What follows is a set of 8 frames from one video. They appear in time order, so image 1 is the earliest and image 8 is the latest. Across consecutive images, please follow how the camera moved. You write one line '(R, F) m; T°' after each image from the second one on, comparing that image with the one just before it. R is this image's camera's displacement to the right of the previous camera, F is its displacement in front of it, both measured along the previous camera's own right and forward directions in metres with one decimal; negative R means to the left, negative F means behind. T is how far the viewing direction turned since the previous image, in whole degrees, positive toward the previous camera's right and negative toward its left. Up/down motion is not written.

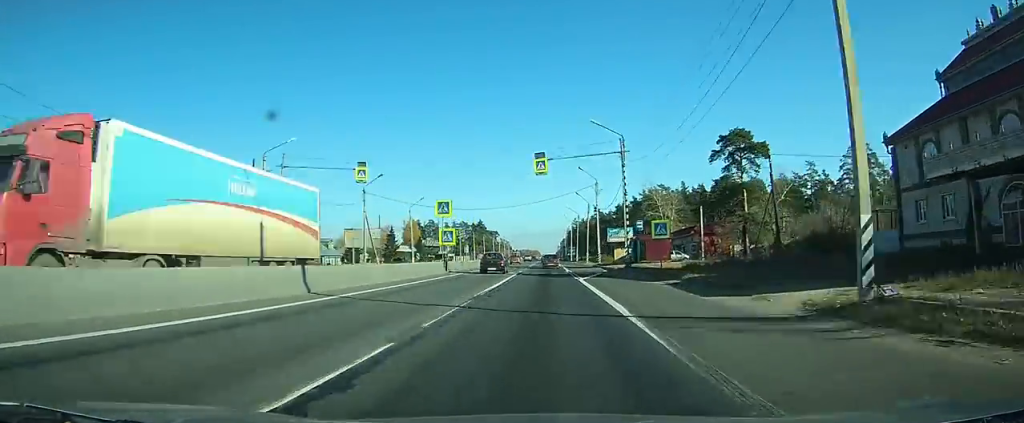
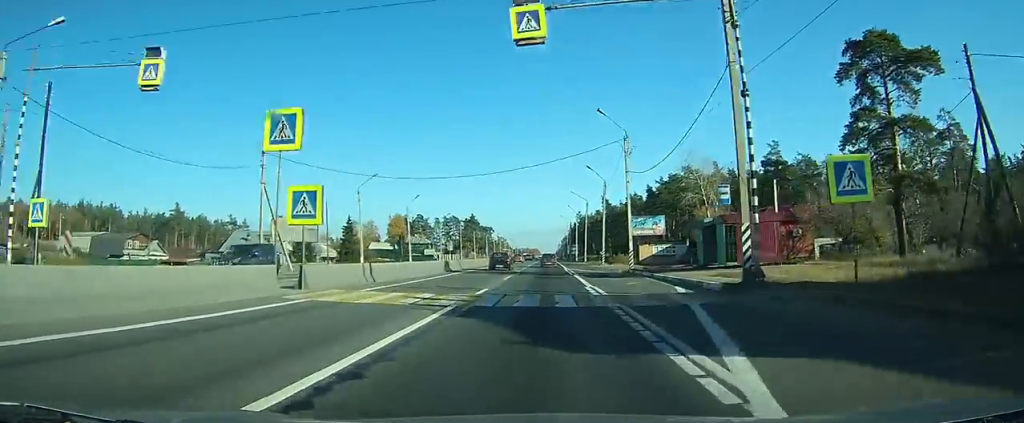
(0.0, +27.0) m; 0°
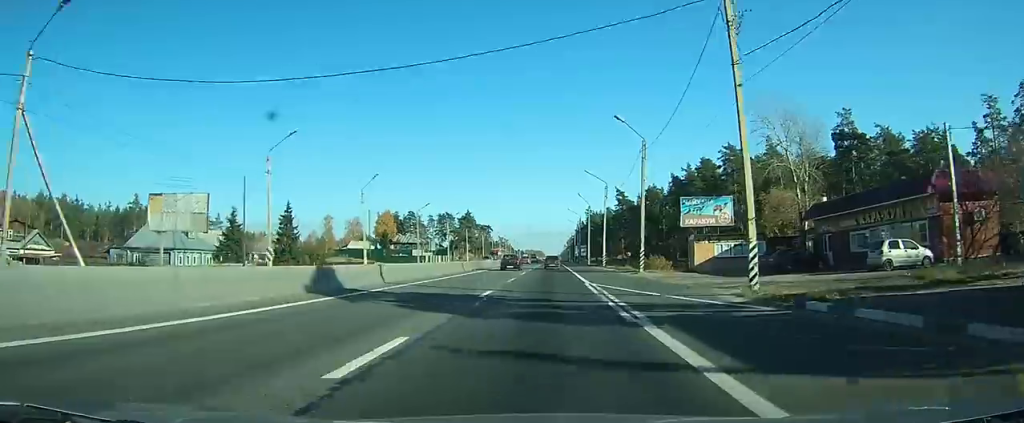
(0.0, +25.5) m; 0°
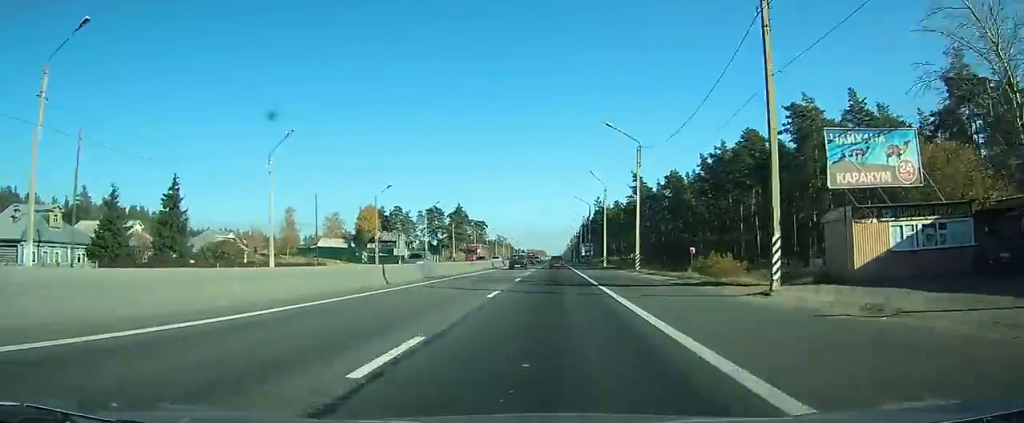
(+0.1, +24.4) m; 0°
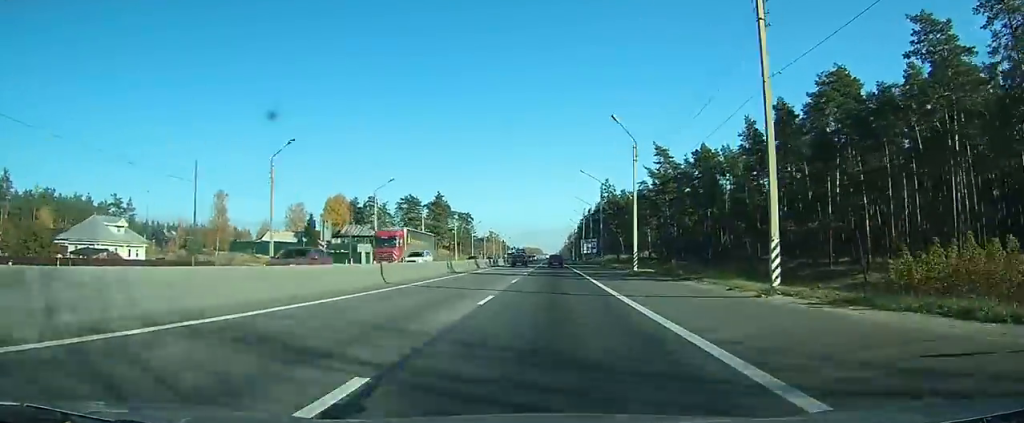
(0.0, +27.0) m; 0°
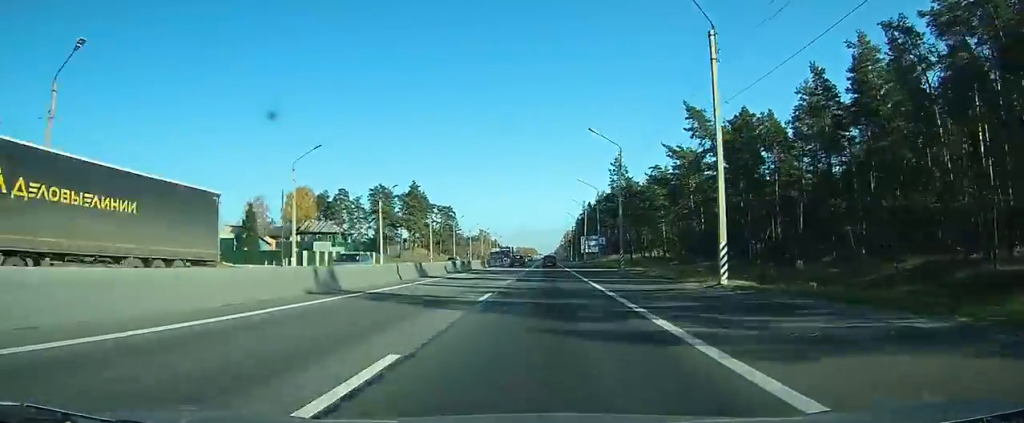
(0.0, +22.7) m; 0°
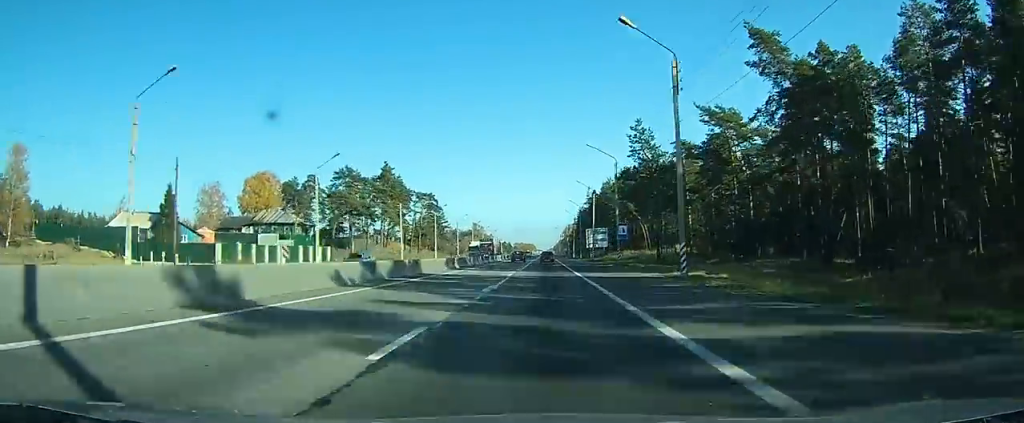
(0.0, +22.9) m; 0°
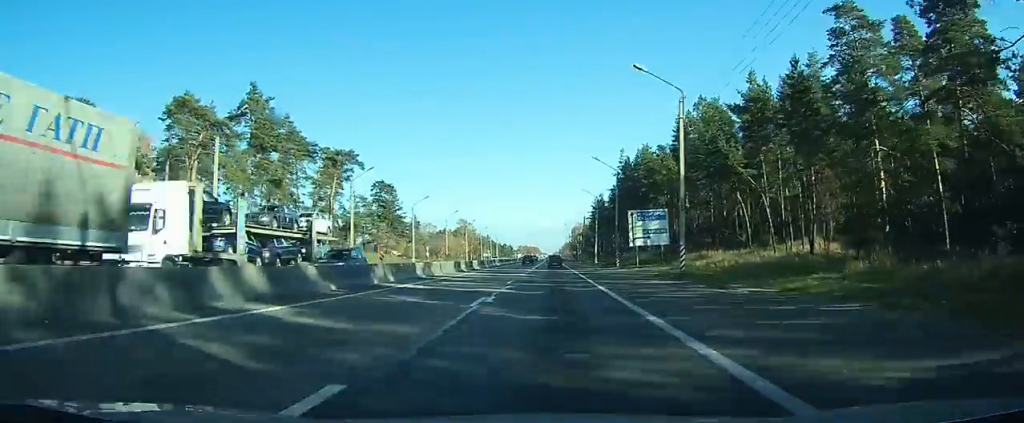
(-0.1, +55.4) m; 0°
